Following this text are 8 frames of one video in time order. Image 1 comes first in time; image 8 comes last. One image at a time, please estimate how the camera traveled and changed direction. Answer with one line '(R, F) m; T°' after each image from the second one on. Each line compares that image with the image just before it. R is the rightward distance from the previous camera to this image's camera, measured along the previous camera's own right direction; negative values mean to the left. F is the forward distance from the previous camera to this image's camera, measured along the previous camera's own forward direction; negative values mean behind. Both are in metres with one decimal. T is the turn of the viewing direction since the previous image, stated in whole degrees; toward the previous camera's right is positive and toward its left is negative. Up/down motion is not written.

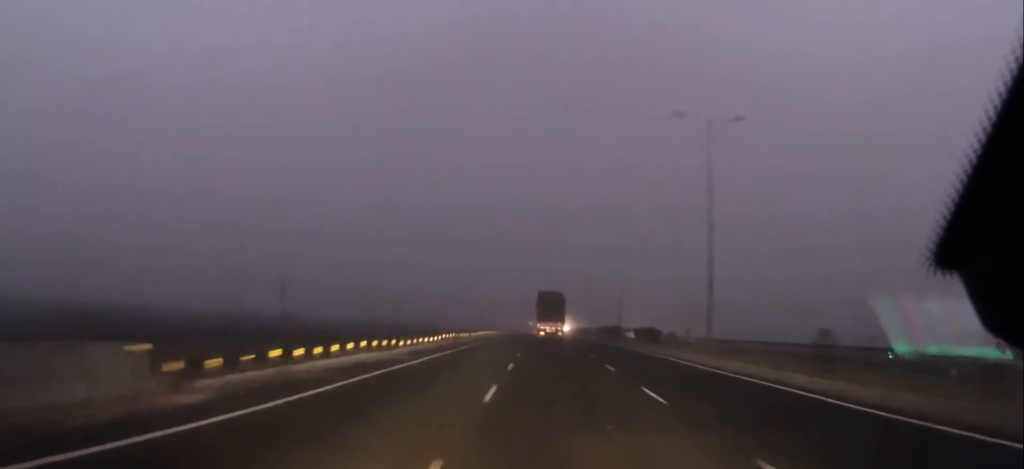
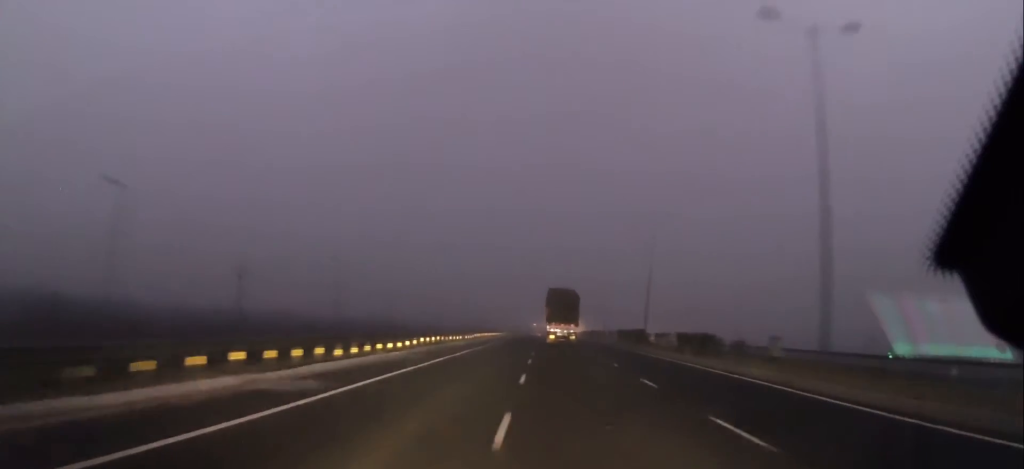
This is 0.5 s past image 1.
(+0.2, +13.7) m; 0°
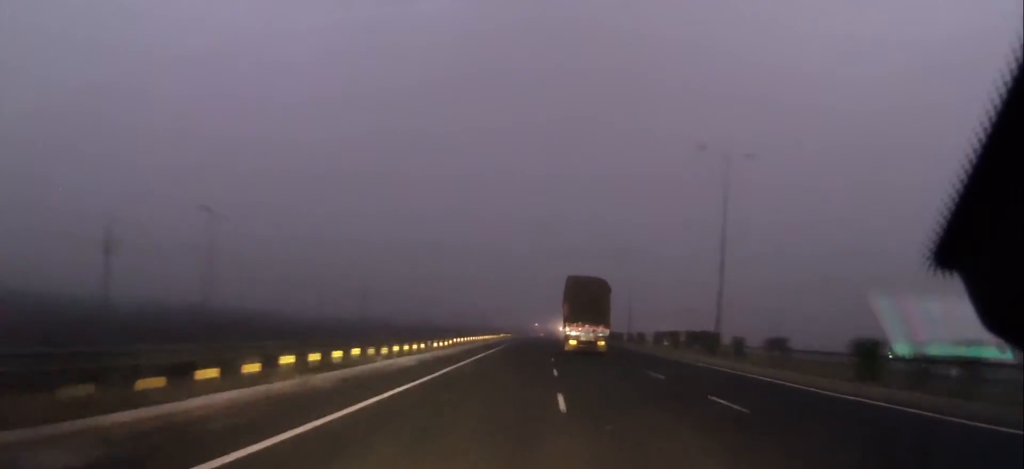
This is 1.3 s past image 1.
(-0.9, +23.2) m; -1°
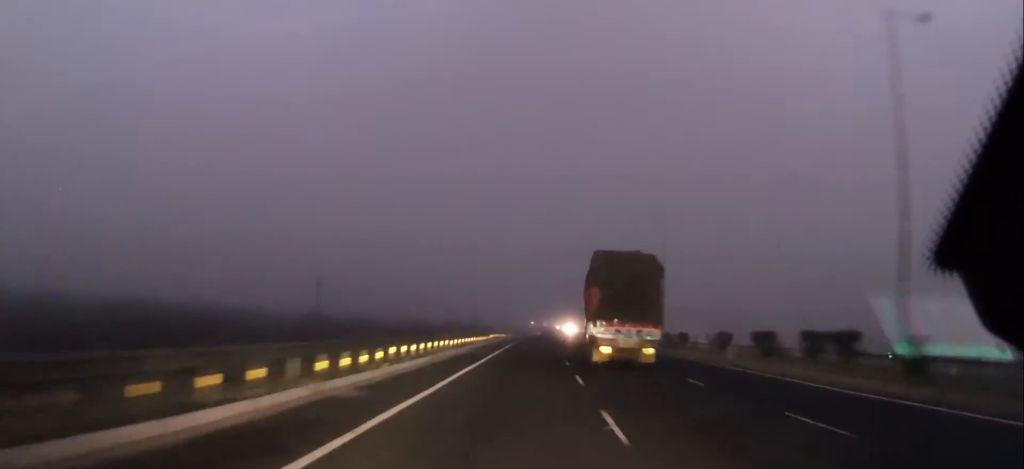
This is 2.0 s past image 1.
(+0.3, +21.3) m; +1°
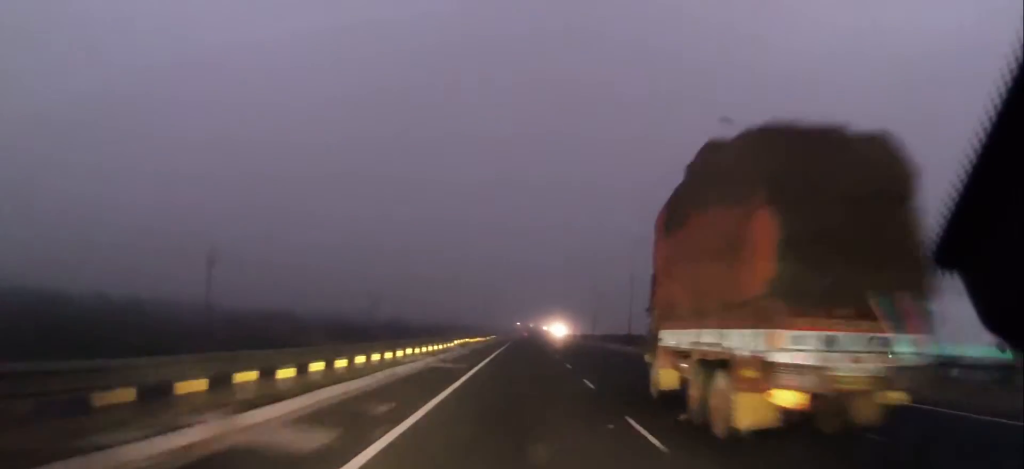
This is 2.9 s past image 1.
(+0.5, +27.3) m; +1°
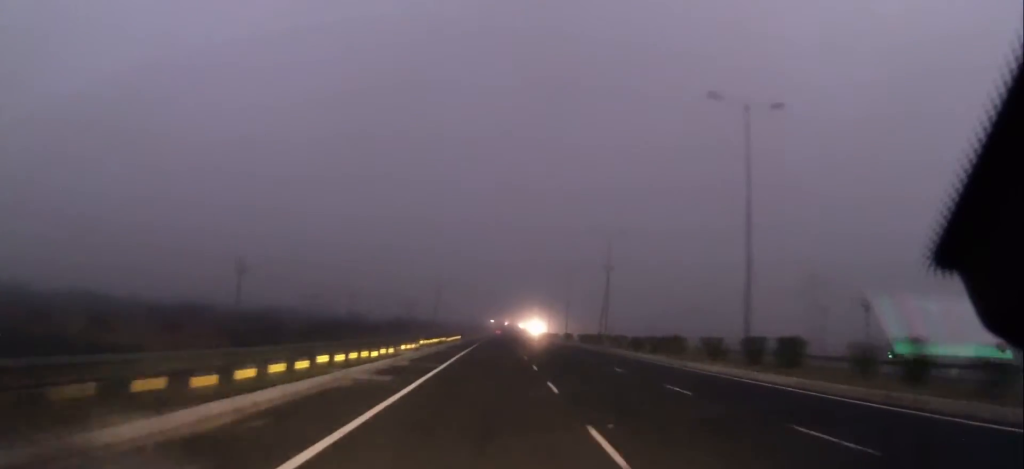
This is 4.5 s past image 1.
(+0.4, +45.8) m; +1°
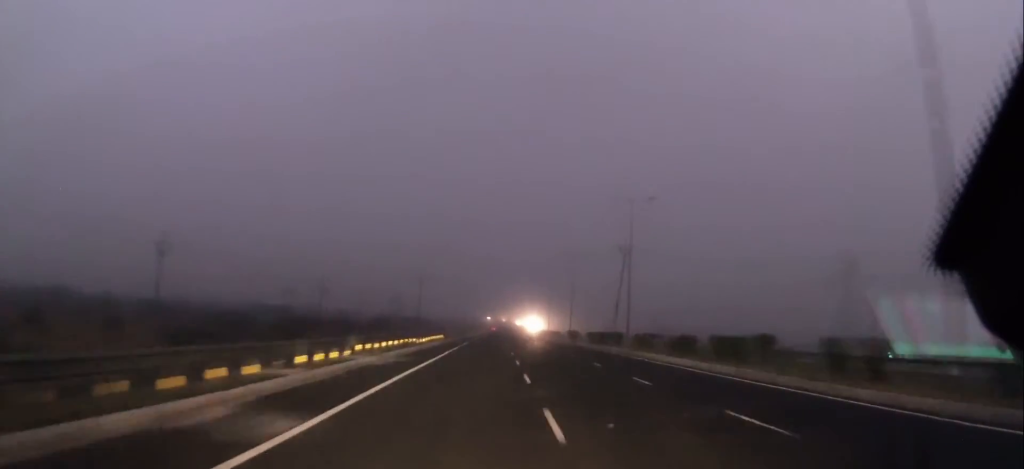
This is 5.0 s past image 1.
(+0.2, +16.4) m; 0°
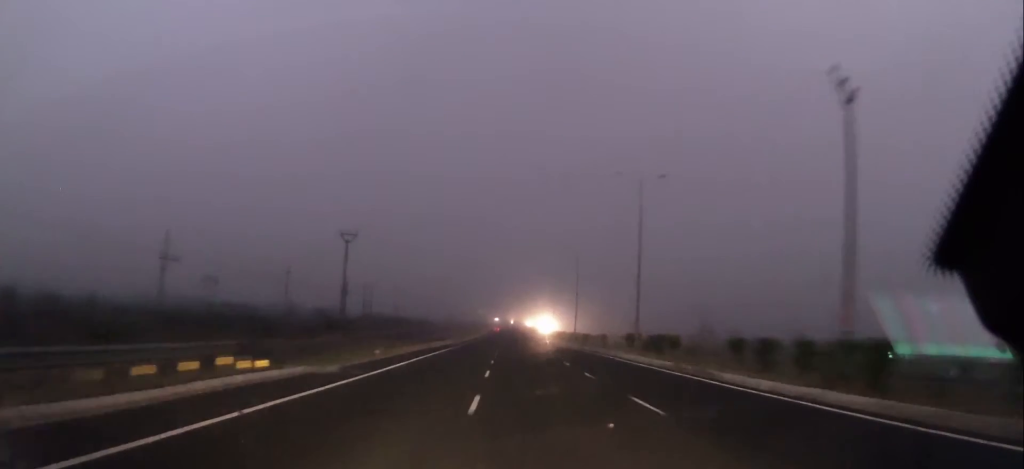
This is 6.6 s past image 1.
(+0.2, +51.0) m; 0°
